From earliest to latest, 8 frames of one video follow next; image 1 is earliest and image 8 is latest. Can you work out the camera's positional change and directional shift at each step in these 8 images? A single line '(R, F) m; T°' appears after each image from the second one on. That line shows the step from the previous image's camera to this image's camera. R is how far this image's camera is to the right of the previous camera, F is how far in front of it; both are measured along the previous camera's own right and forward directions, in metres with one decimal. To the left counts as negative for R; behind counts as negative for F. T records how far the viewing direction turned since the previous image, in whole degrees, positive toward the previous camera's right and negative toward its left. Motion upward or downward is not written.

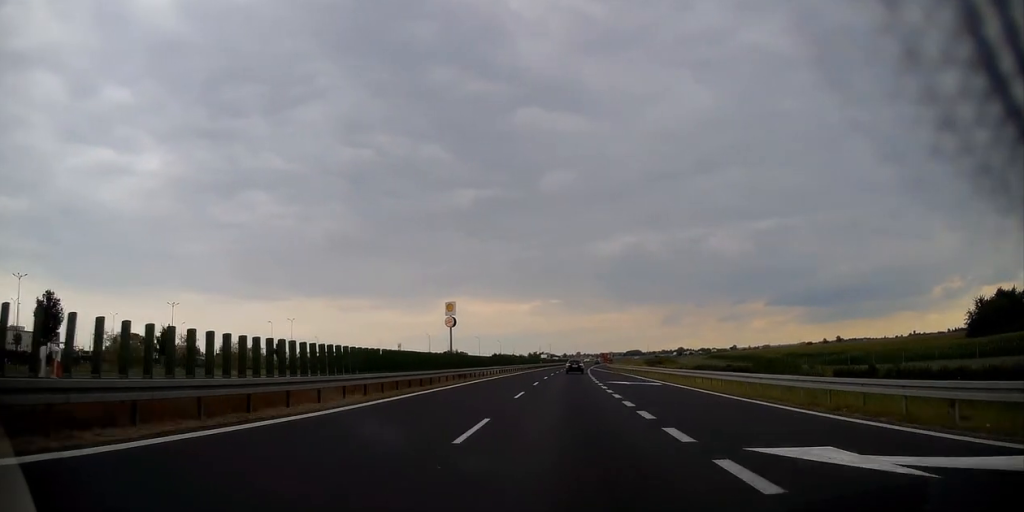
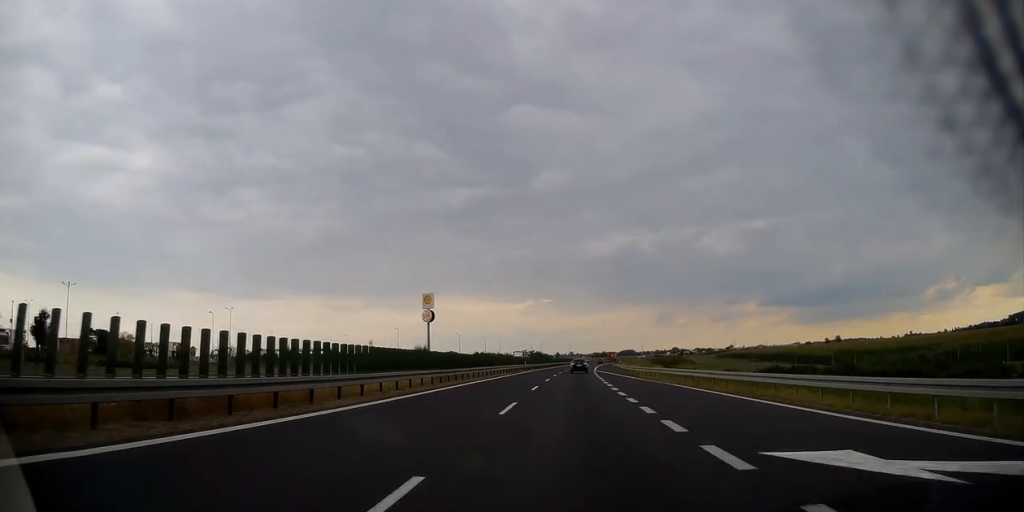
(+0.2, +31.0) m; +1°
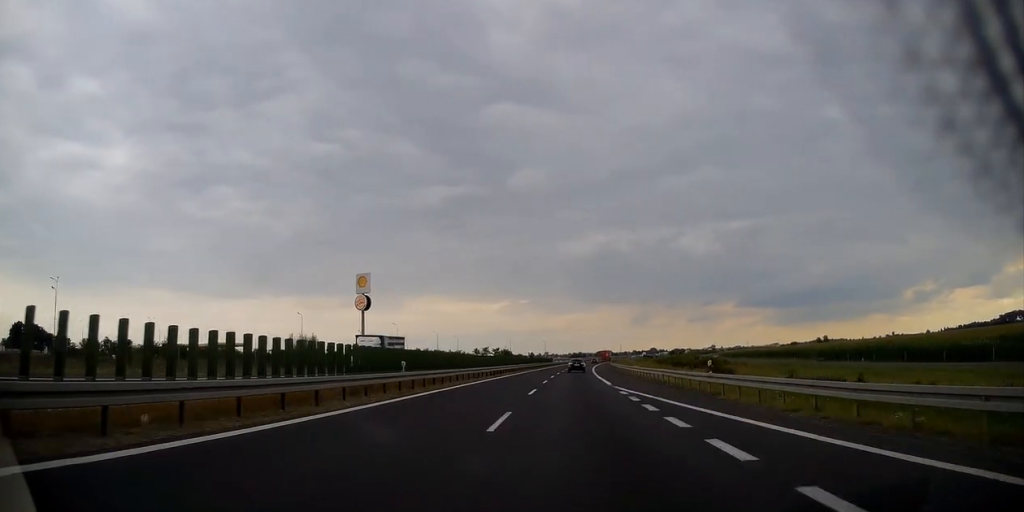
(+0.9, +51.7) m; +2°
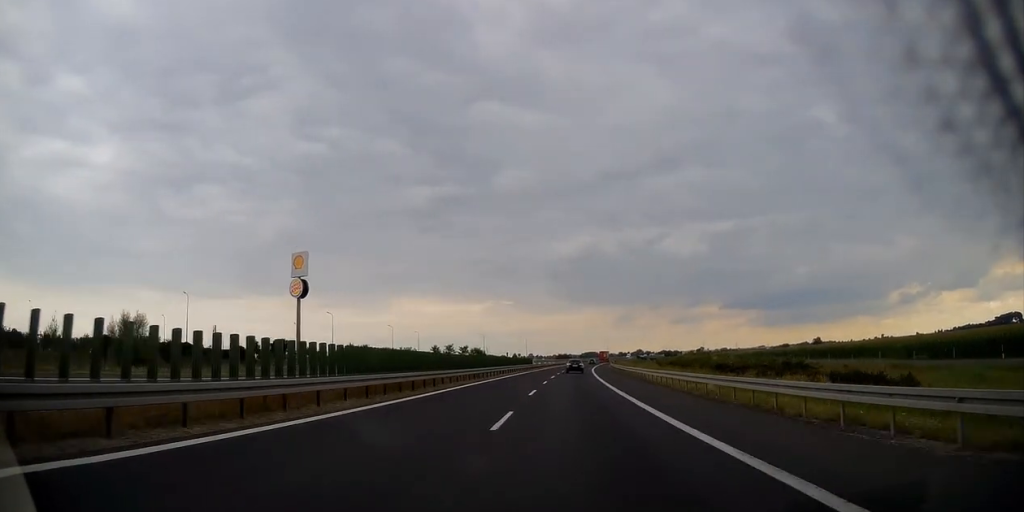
(+0.2, +35.7) m; +2°
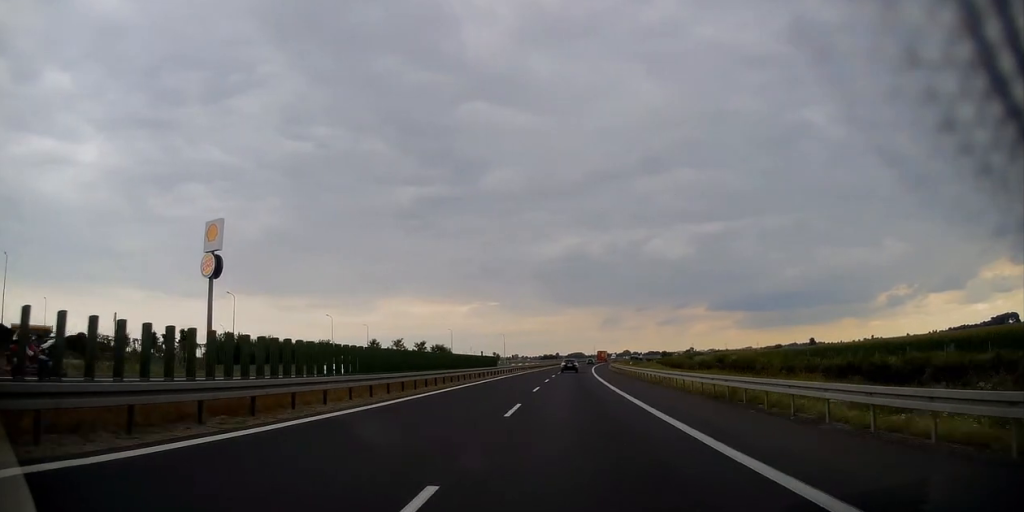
(+0.8, +33.3) m; +1°
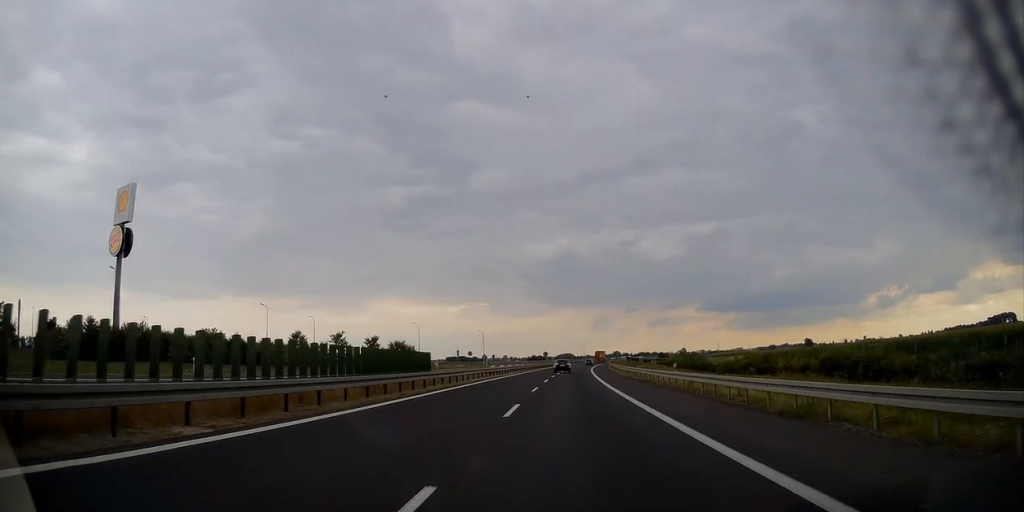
(0.0, +24.2) m; +1°
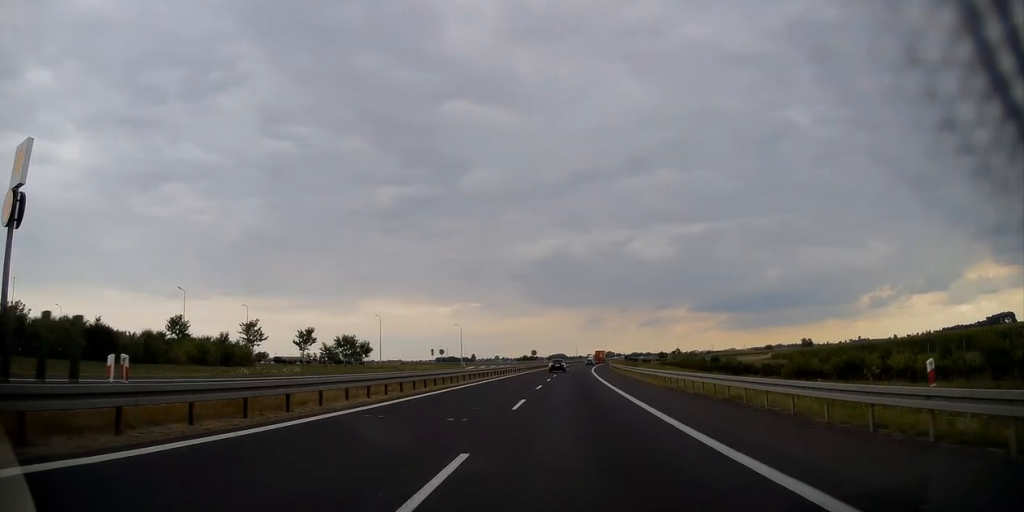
(+0.1, +21.9) m; +1°
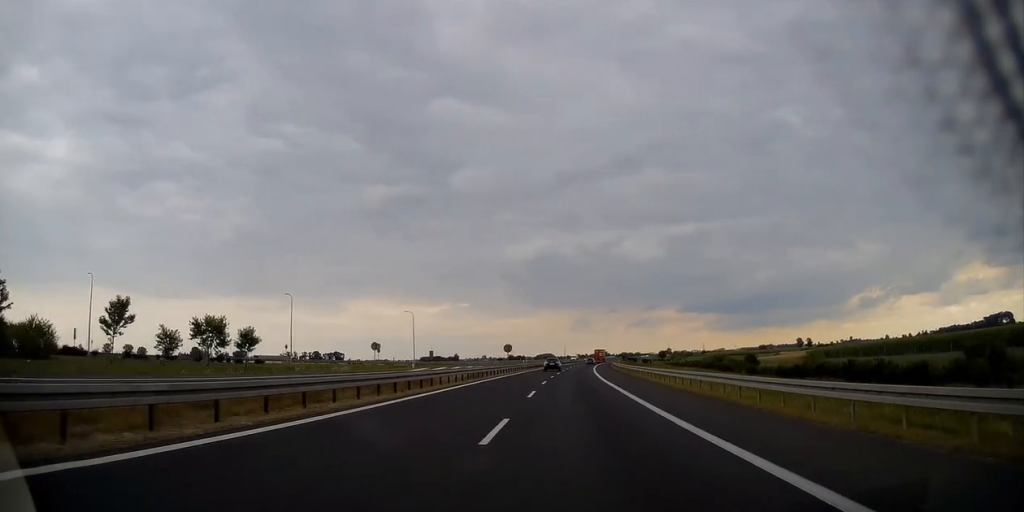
(+0.6, +31.1) m; +1°
